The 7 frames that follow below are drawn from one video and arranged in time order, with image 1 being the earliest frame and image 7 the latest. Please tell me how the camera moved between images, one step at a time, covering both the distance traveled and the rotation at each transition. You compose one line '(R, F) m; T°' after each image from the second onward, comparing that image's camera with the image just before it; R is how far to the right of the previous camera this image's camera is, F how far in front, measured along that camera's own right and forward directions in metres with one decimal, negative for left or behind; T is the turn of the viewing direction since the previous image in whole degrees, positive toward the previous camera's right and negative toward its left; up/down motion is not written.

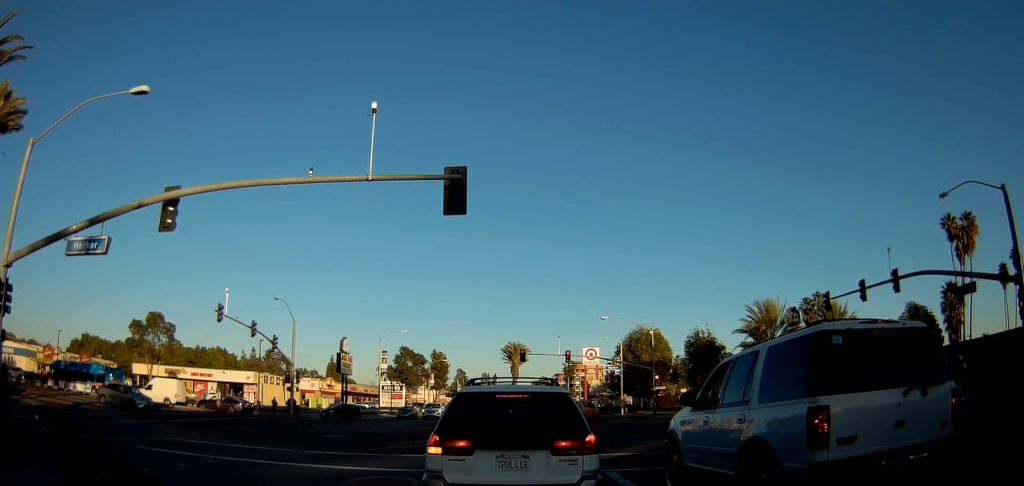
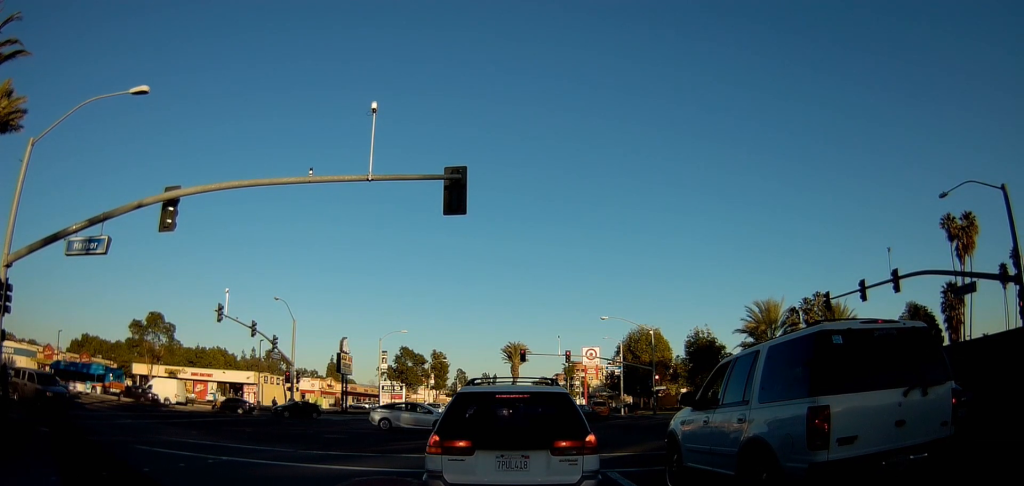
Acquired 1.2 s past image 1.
(0.0, 0.0) m; 0°
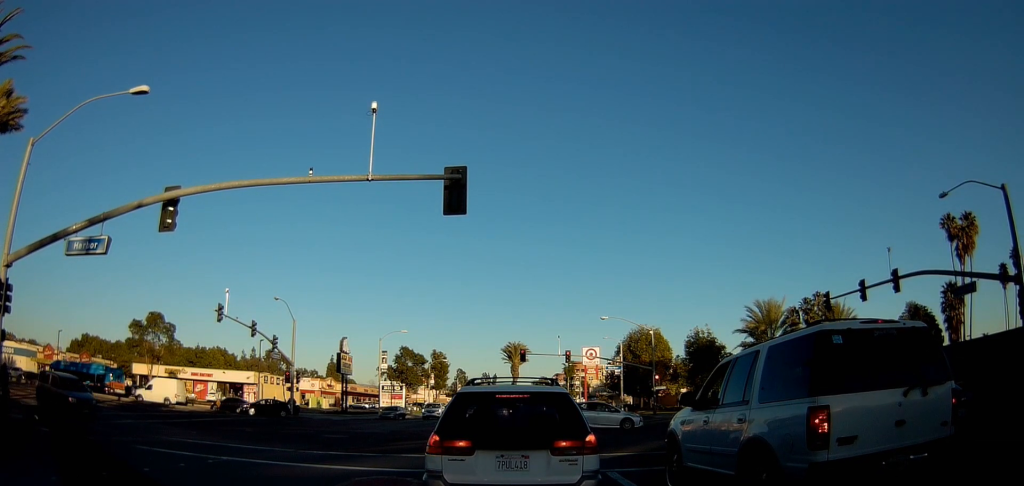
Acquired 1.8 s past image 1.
(0.0, 0.0) m; 0°
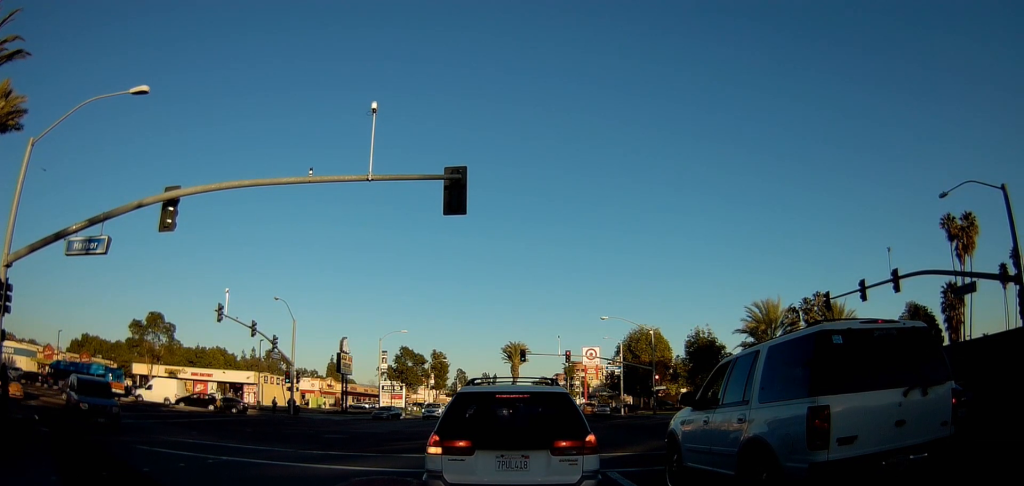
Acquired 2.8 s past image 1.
(0.0, 0.0) m; 0°
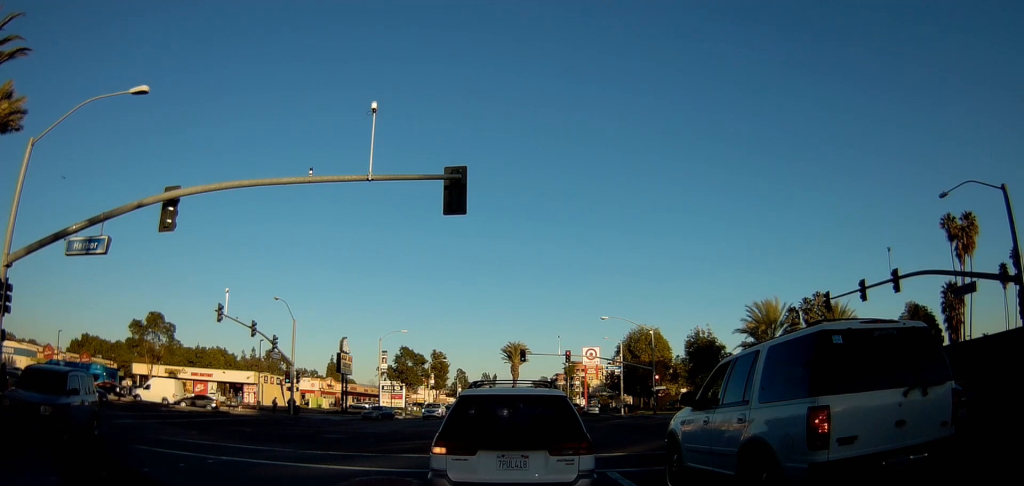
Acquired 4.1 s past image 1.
(0.0, 0.0) m; 0°
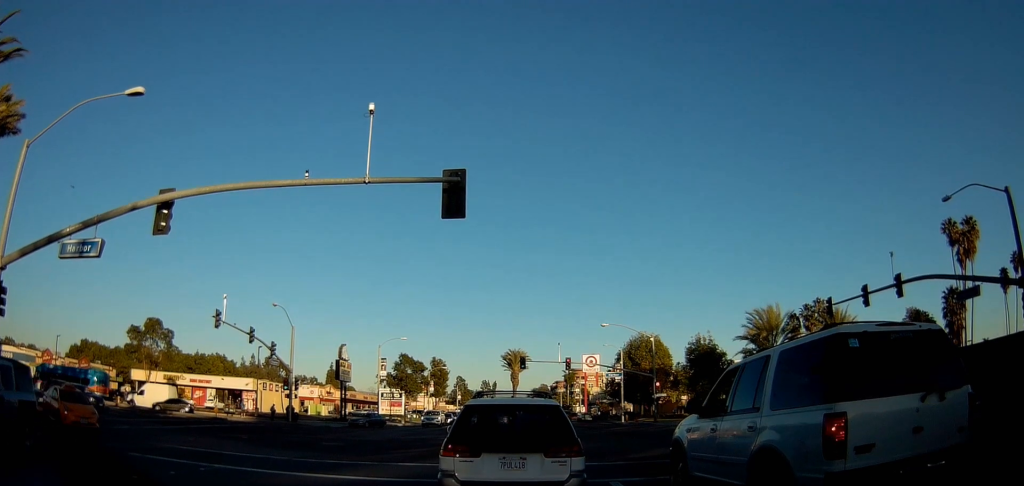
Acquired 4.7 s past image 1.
(-0.1, +0.1) m; 0°
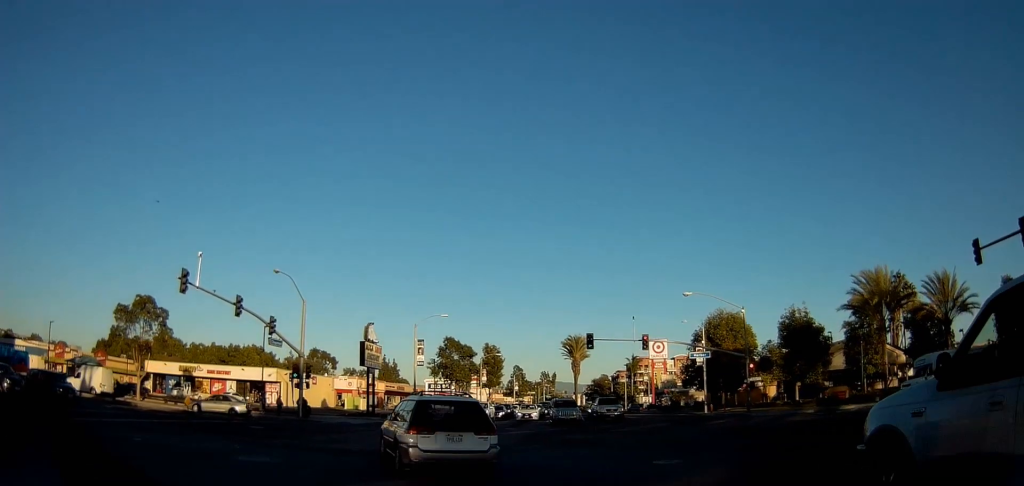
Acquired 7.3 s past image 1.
(-0.1, +7.7) m; -5°
